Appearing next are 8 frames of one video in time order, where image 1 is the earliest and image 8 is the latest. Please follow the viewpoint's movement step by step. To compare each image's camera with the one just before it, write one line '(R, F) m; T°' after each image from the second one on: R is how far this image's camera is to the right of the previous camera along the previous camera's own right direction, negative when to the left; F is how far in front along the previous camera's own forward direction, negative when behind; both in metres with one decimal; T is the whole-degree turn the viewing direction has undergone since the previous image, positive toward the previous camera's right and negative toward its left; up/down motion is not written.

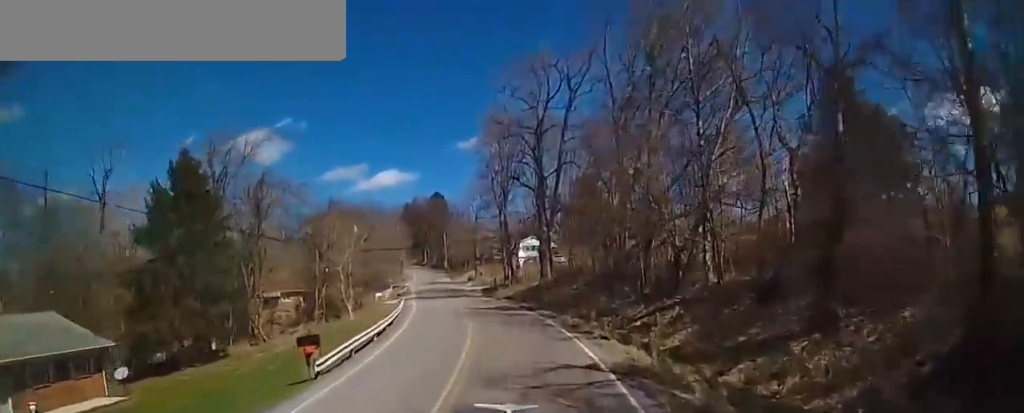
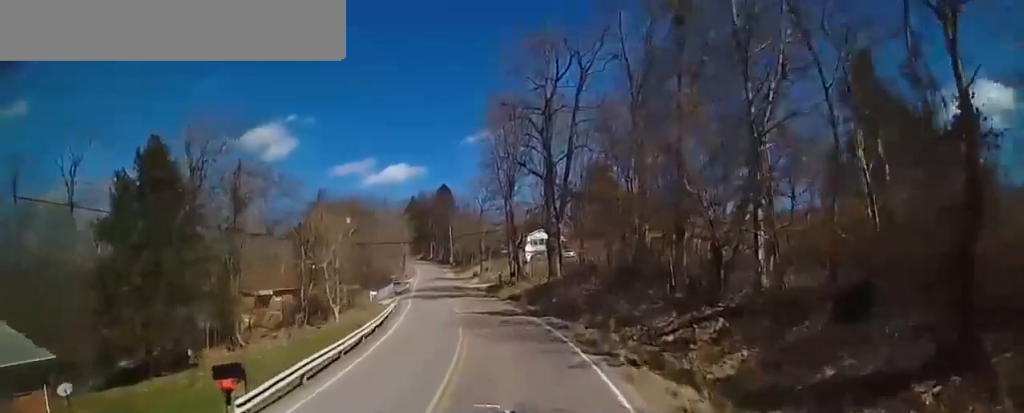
(-0.2, +4.6) m; -2°
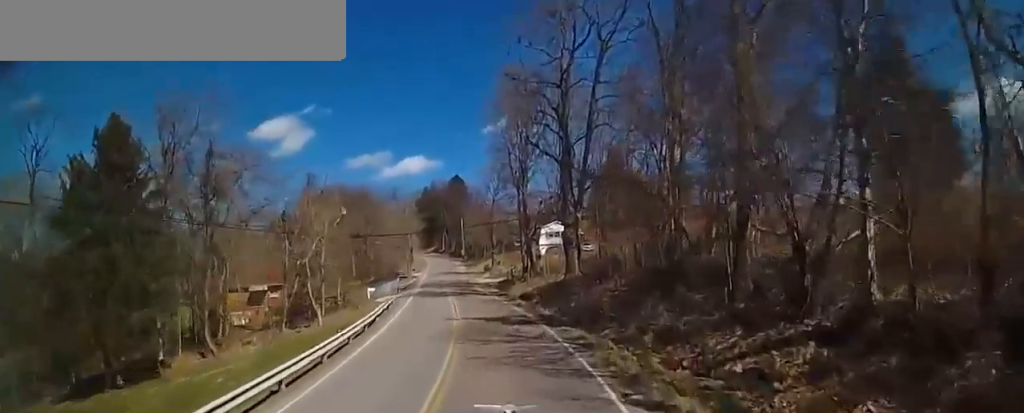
(-0.1, +5.3) m; -4°
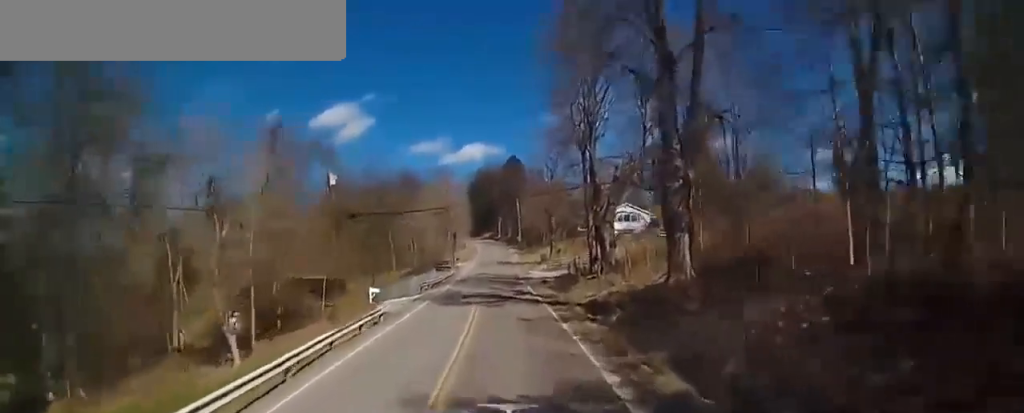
(-1.8, +14.8) m; -16°
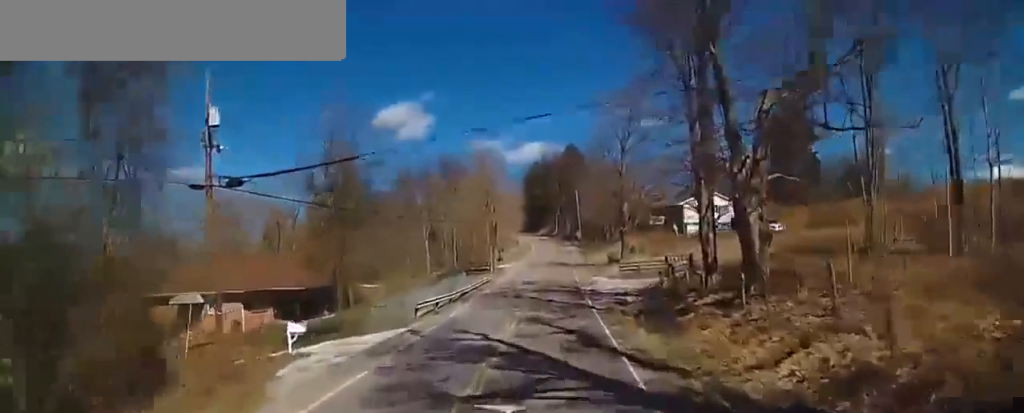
(-3.3, +17.1) m; -17°
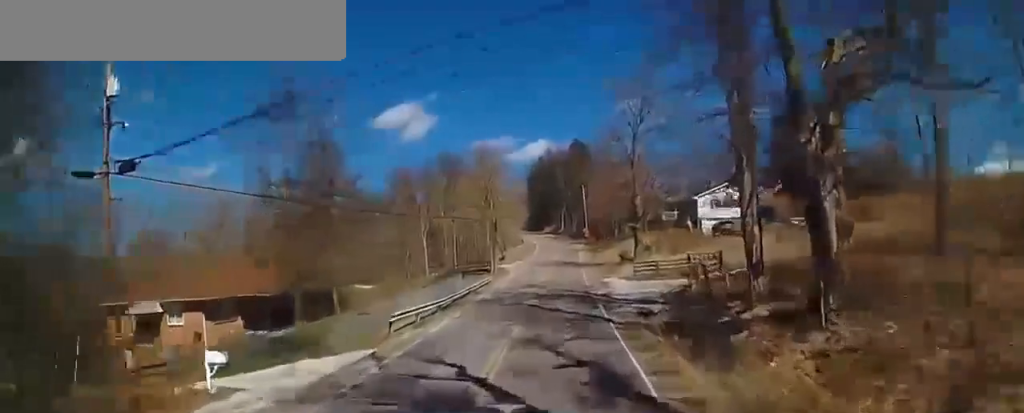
(-0.8, +5.2) m; -1°
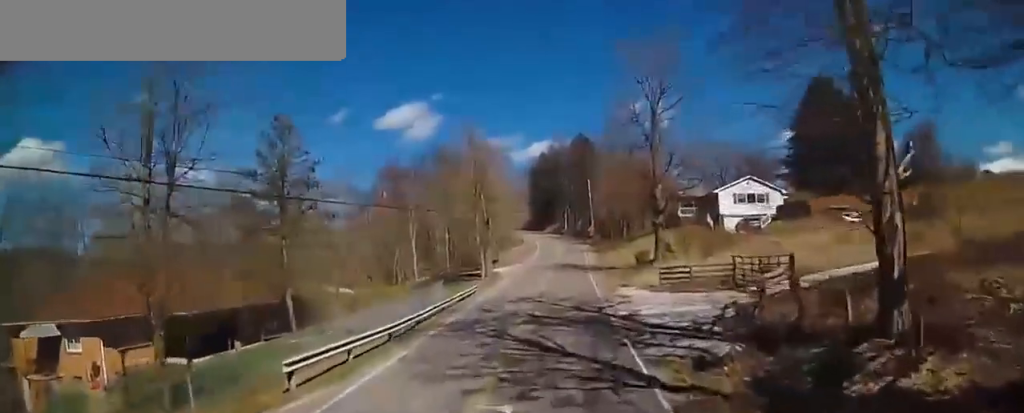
(+1.0, +8.5) m; +6°
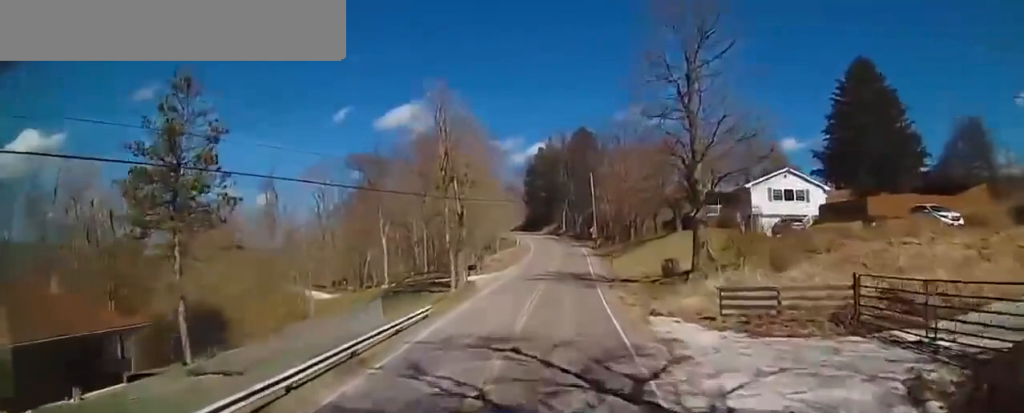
(+0.5, +11.8) m; +12°
